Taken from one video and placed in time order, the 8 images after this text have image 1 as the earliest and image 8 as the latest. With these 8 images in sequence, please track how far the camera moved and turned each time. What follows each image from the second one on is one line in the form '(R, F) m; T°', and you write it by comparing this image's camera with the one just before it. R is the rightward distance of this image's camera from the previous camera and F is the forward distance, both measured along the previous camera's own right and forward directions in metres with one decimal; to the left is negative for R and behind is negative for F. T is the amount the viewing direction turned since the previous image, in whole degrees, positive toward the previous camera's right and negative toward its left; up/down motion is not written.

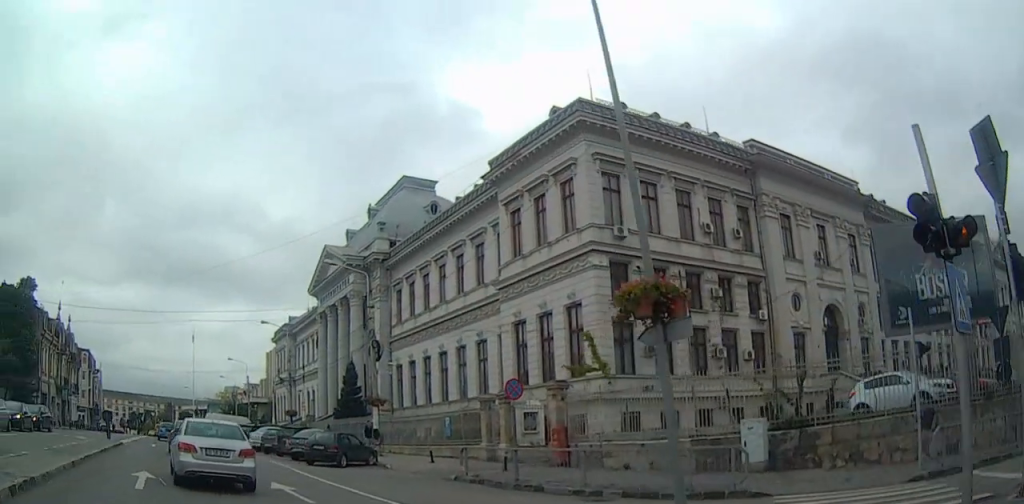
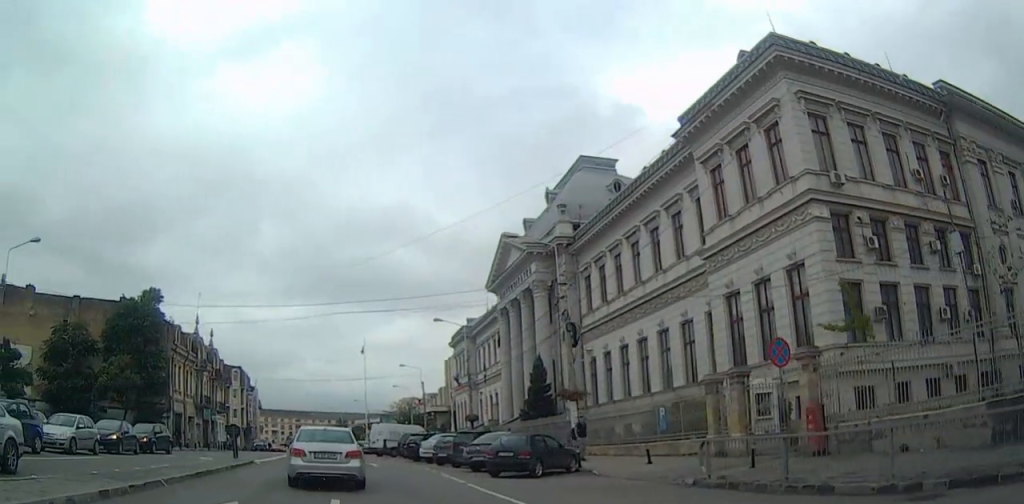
(-0.9, +5.7) m; -16°
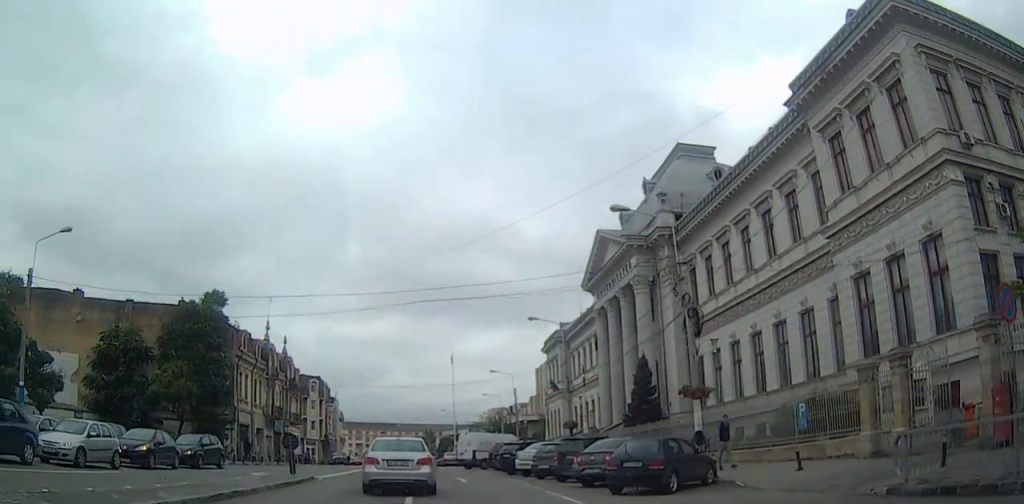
(-0.5, +4.6) m; -8°
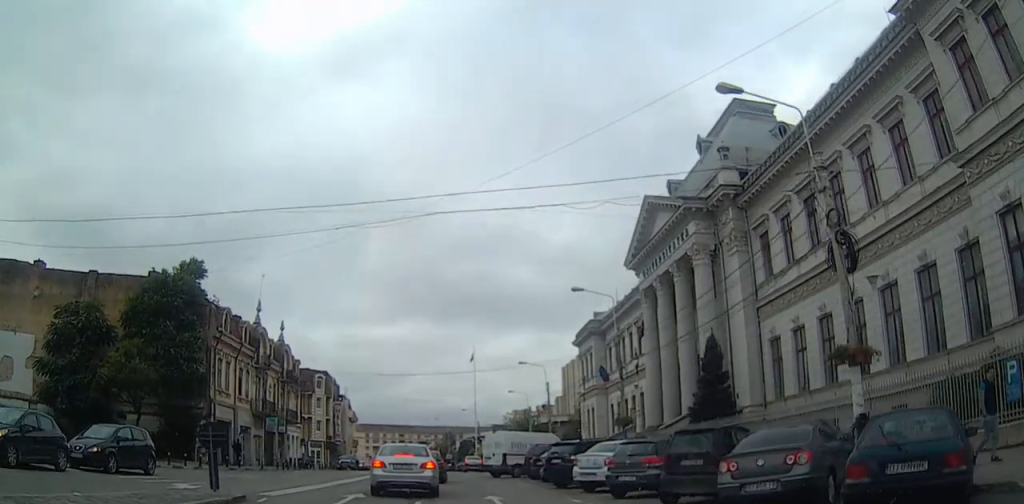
(-1.0, +9.8) m; -7°
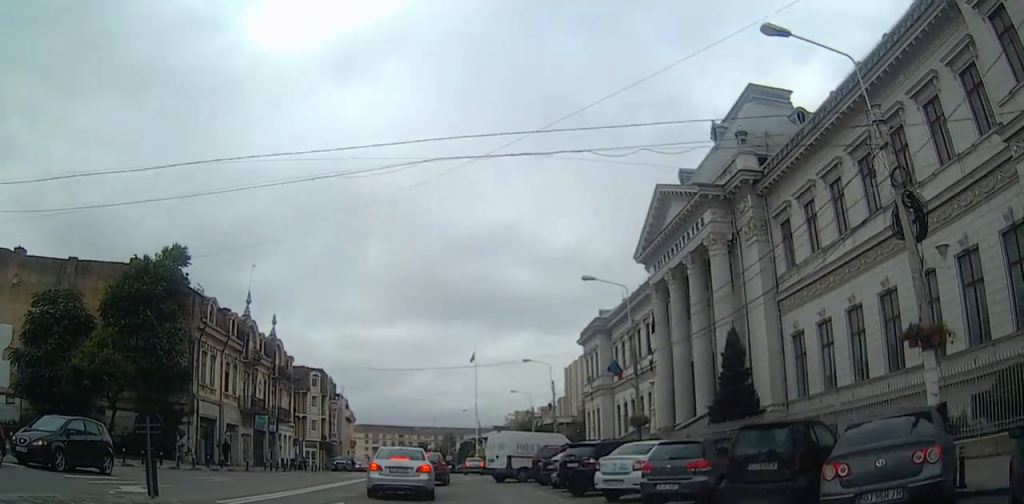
(0.0, +2.8) m; 0°
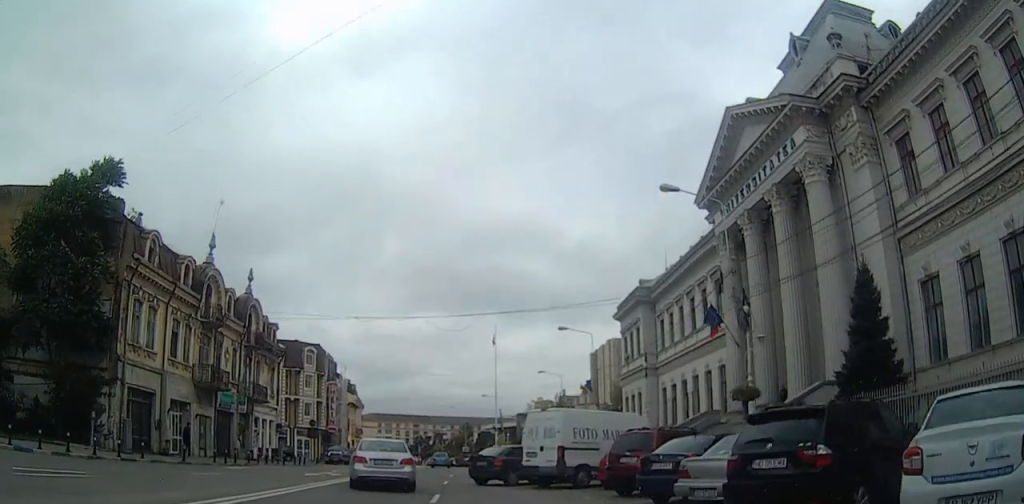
(0.0, +11.1) m; 0°
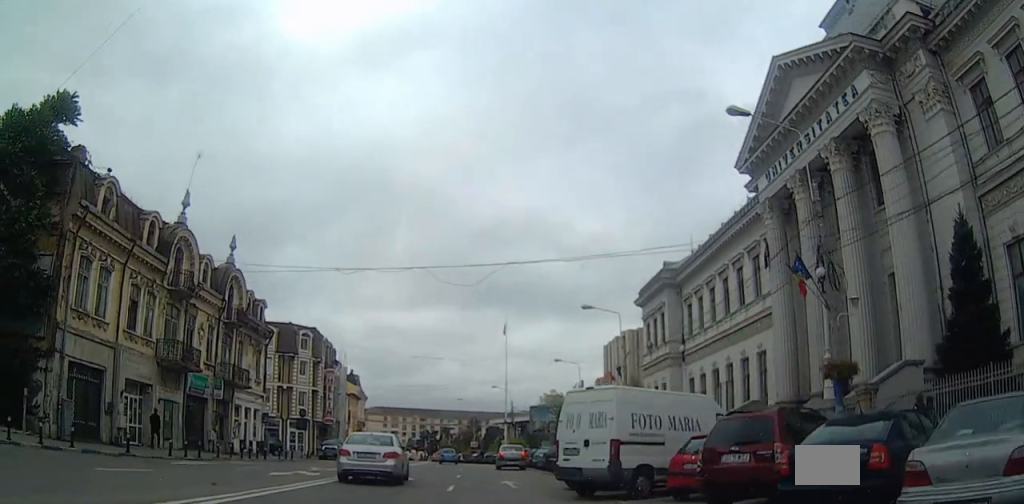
(0.0, +5.8) m; -1°
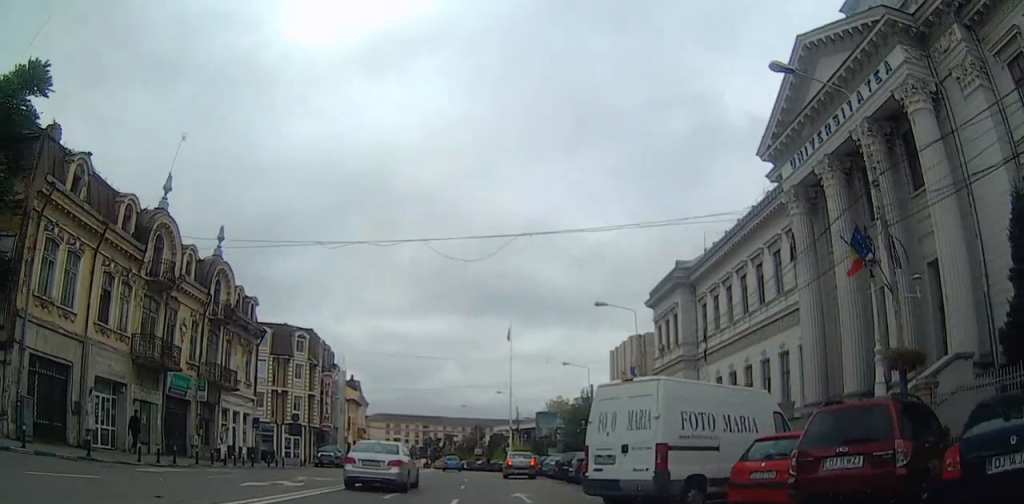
(-0.1, +3.0) m; -1°
